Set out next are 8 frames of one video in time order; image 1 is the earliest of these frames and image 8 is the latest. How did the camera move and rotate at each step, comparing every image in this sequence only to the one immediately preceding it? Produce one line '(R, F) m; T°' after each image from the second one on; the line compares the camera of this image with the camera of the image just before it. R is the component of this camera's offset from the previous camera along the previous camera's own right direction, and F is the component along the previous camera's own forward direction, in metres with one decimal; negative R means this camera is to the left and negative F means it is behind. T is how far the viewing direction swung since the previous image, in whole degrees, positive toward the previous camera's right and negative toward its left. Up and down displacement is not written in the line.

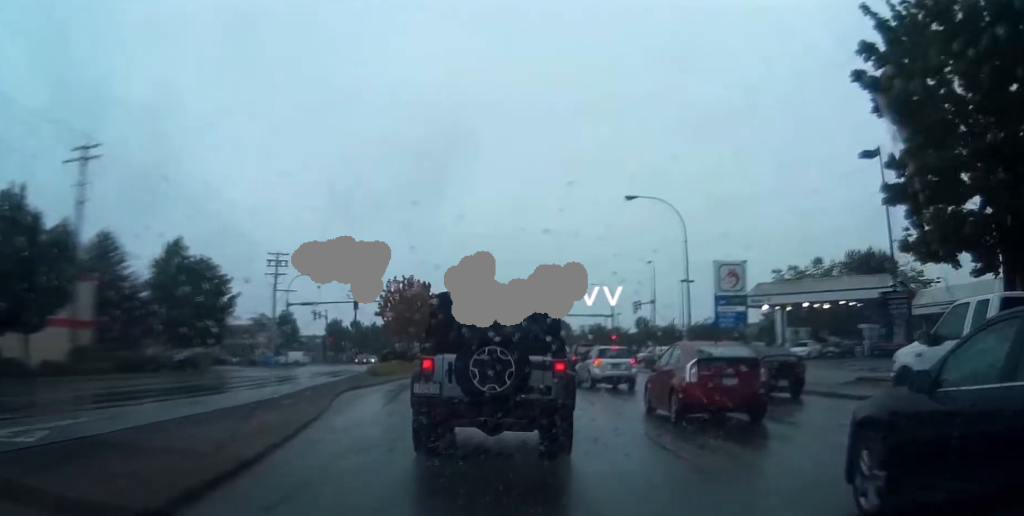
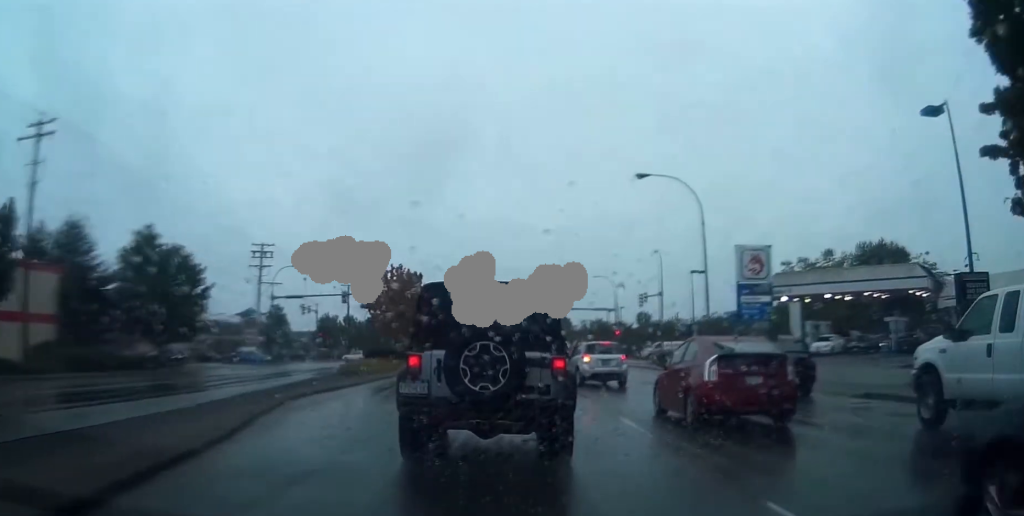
(0.0, +4.8) m; 0°
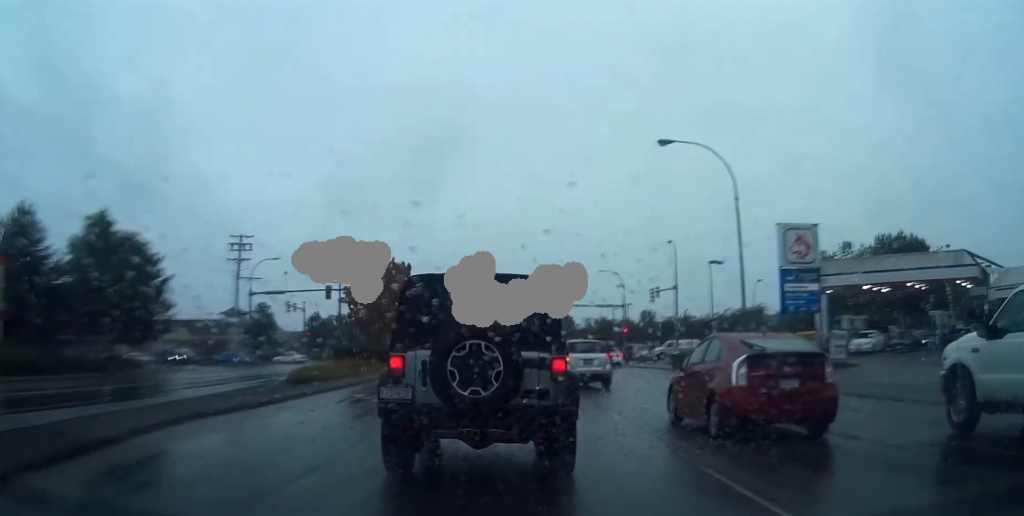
(0.0, +6.9) m; 0°
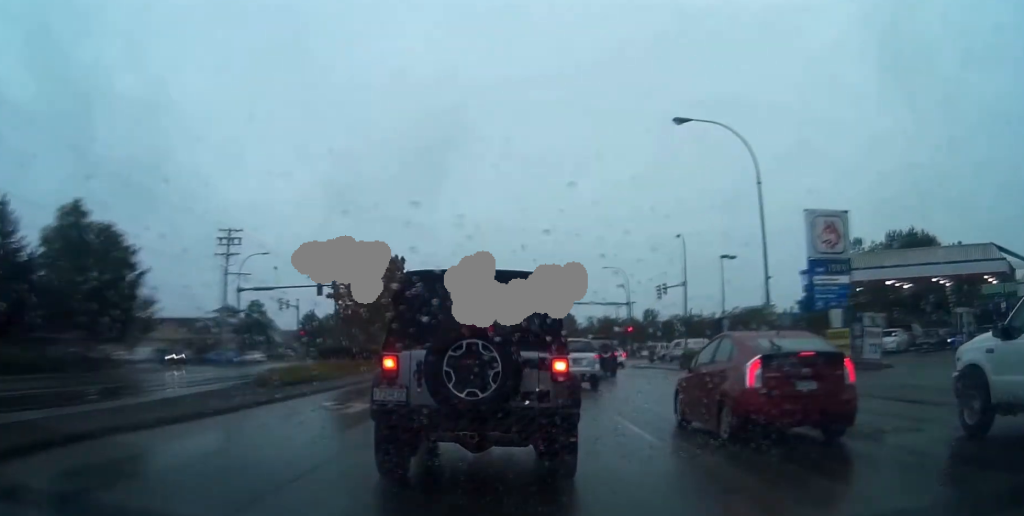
(0.0, +3.4) m; 0°
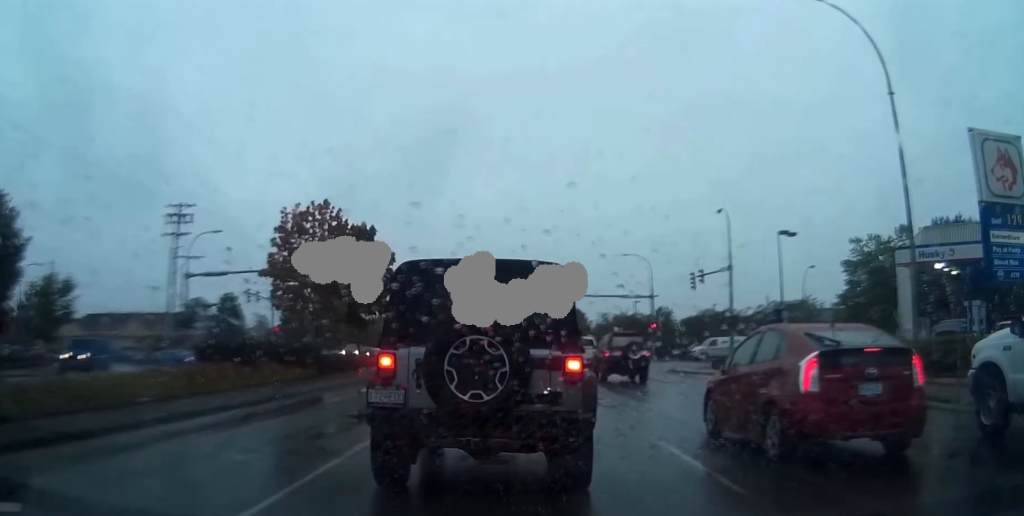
(+0.1, +13.8) m; +1°
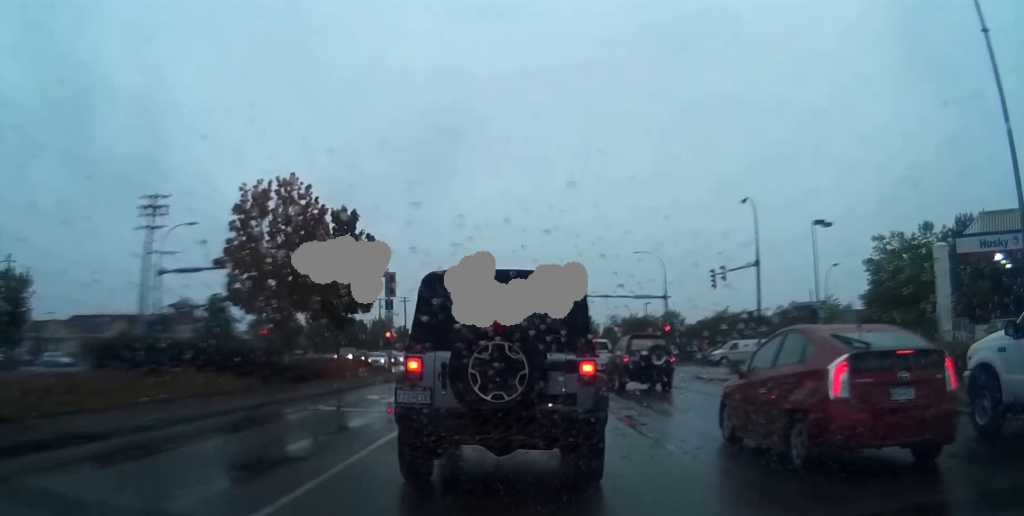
(0.0, +6.1) m; -1°
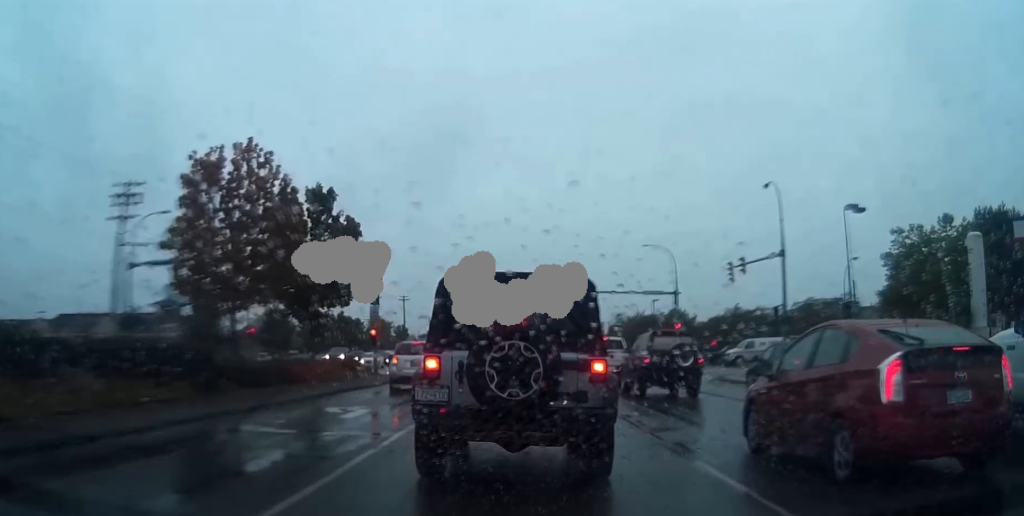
(-0.1, +4.7) m; -1°
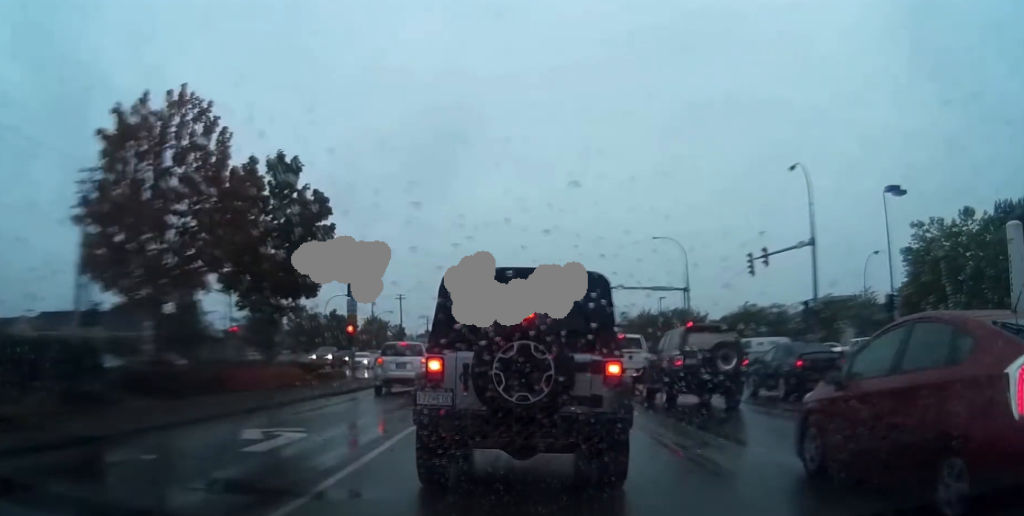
(0.0, +4.4) m; 0°
